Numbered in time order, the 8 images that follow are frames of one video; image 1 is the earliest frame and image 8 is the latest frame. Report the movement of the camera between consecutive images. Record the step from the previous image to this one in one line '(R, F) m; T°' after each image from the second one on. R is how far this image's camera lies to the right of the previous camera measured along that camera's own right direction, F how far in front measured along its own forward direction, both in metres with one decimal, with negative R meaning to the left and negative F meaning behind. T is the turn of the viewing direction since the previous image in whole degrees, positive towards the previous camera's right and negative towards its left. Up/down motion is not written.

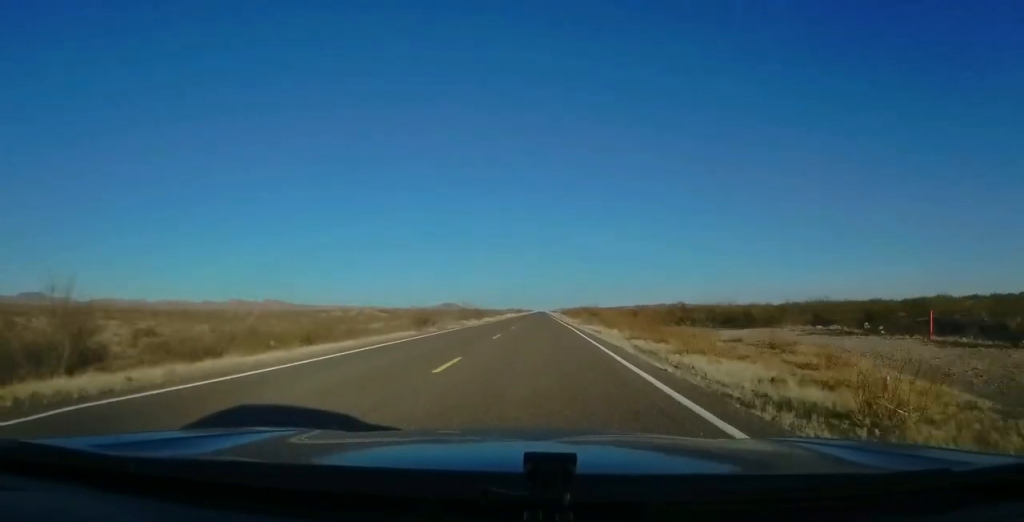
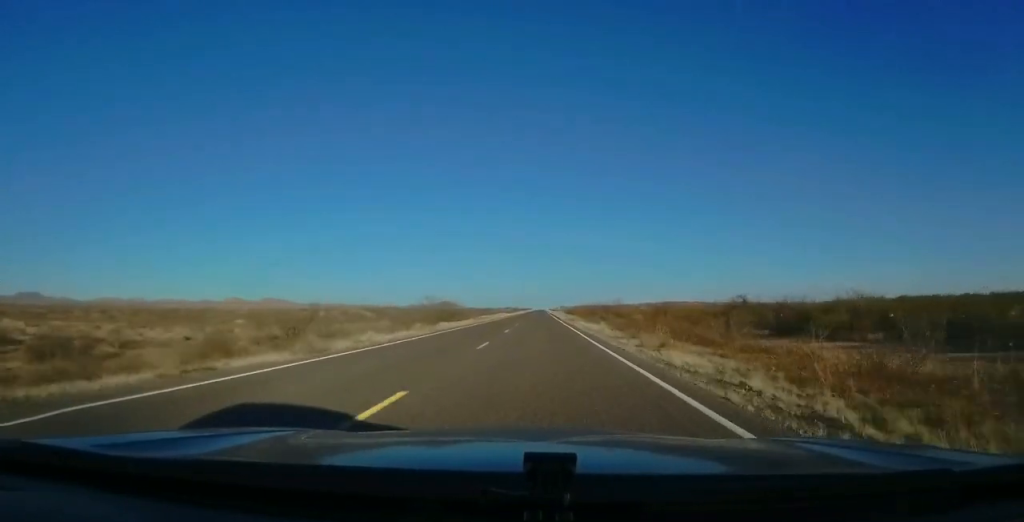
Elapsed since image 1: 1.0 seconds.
(-0.6, +30.4) m; +1°
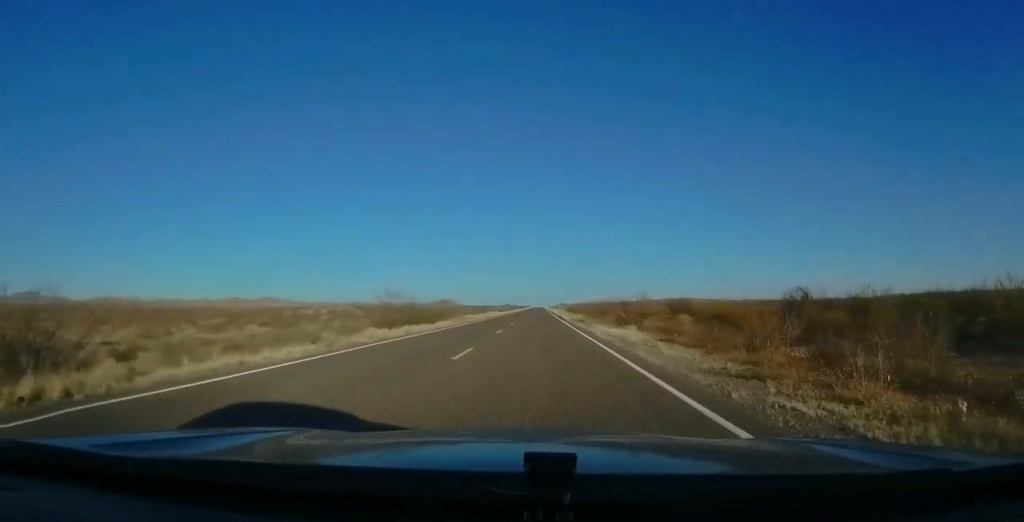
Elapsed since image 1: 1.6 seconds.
(+0.5, +16.6) m; +1°
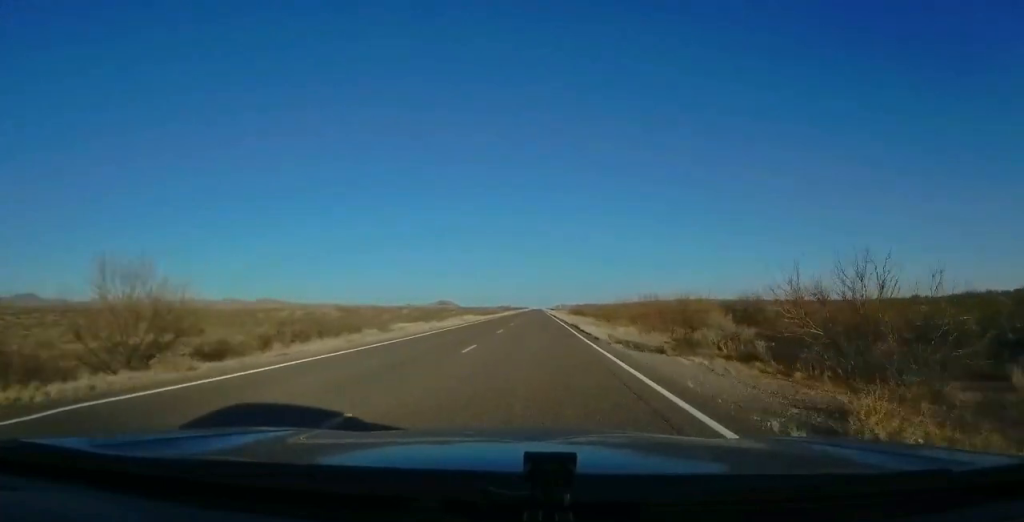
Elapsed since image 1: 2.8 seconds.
(+0.4, +34.1) m; 0°
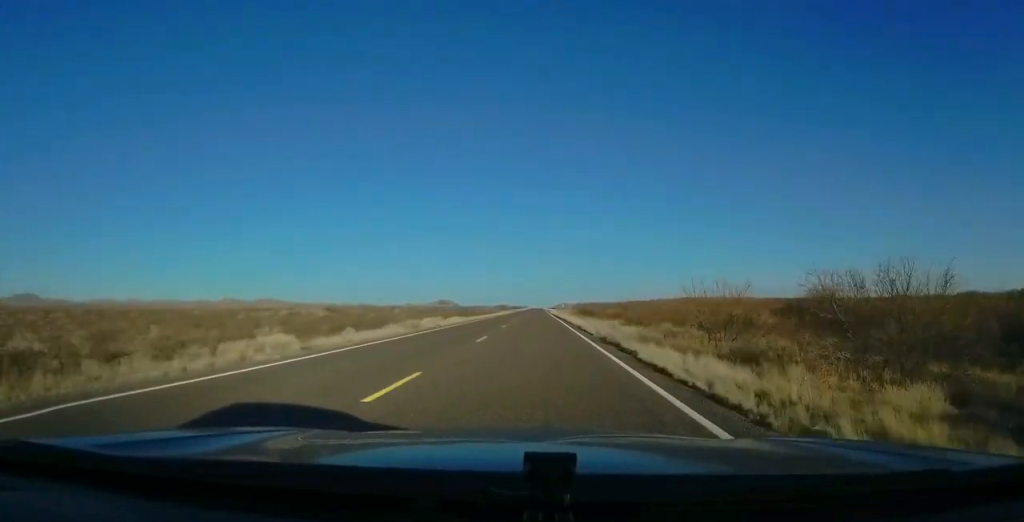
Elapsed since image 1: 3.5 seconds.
(-0.1, +20.4) m; 0°
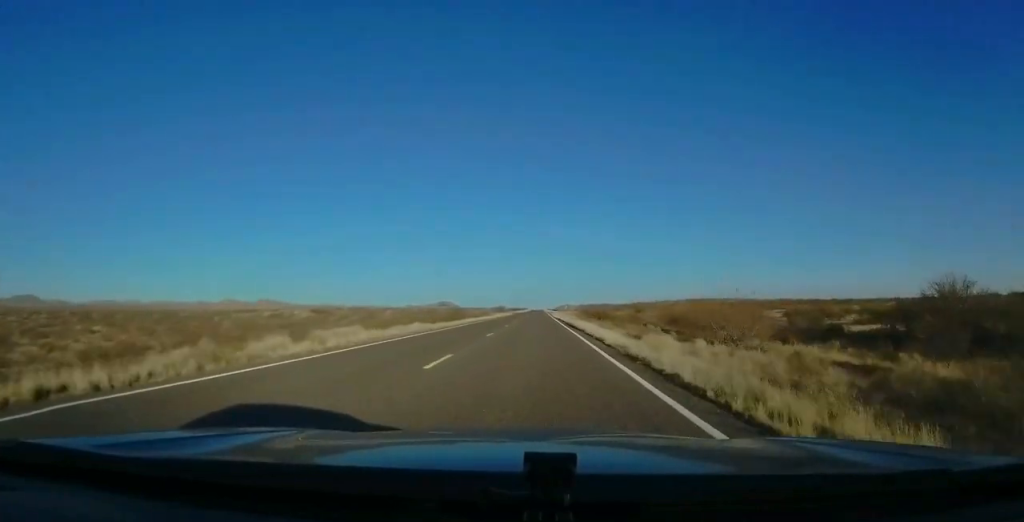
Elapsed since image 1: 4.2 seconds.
(-0.1, +20.4) m; 0°
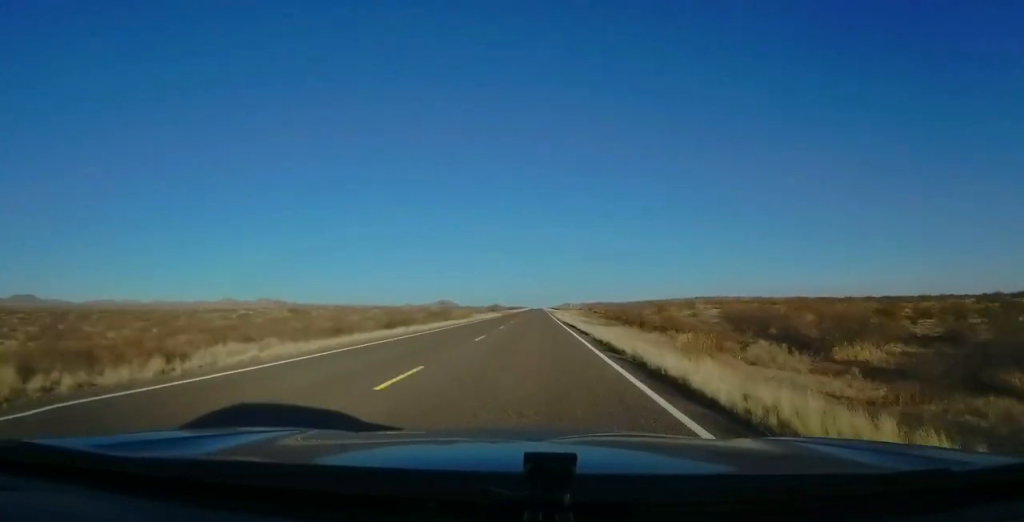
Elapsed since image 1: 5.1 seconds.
(0.0, +27.2) m; 0°
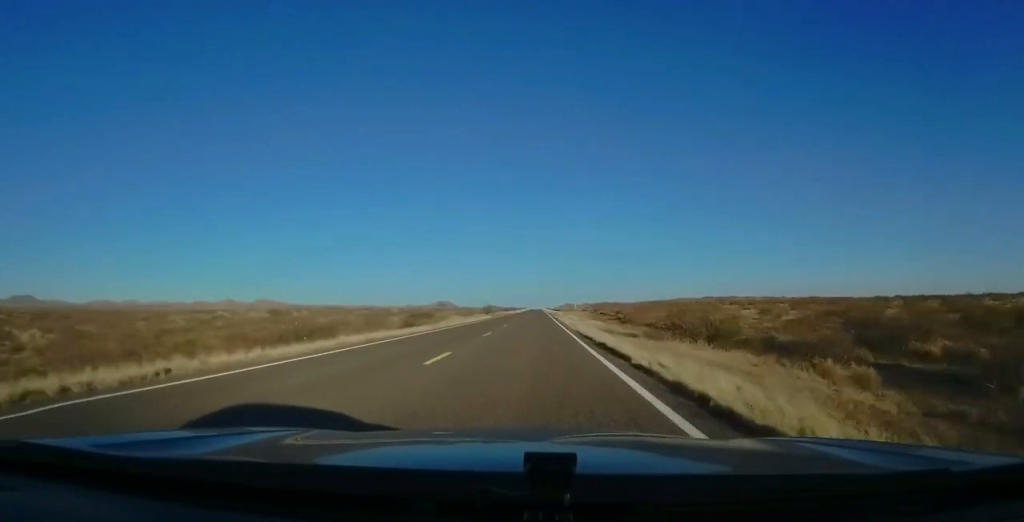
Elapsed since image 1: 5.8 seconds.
(0.0, +20.4) m; 0°
